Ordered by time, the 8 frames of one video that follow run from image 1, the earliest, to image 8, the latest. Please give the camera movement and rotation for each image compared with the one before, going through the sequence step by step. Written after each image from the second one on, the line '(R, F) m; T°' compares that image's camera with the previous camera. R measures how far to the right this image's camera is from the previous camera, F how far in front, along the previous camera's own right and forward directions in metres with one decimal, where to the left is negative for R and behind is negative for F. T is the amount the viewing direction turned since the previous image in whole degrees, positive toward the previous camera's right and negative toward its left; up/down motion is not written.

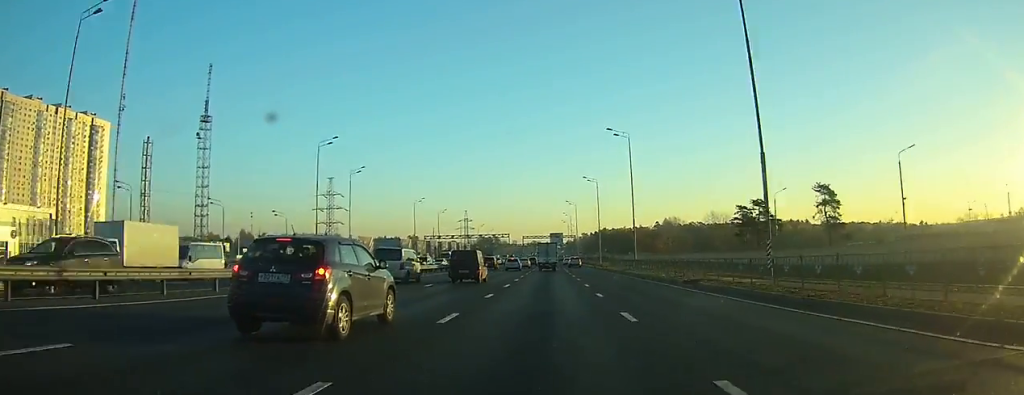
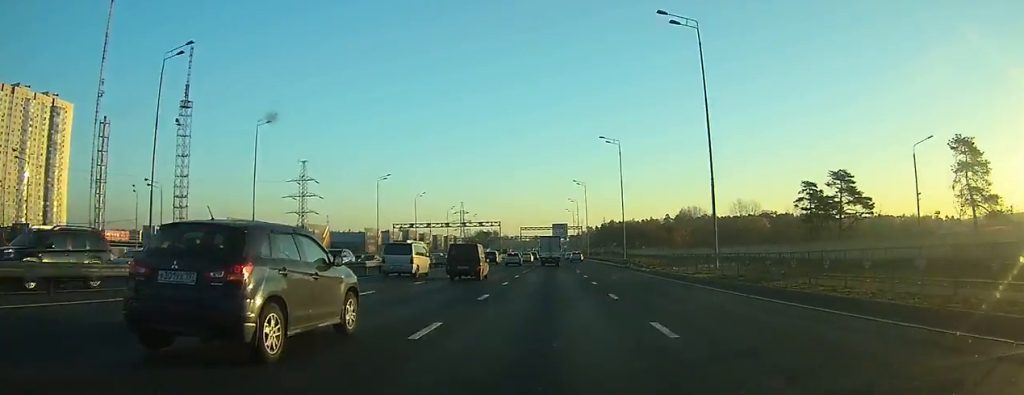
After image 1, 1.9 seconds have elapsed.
(0.0, +31.3) m; 0°
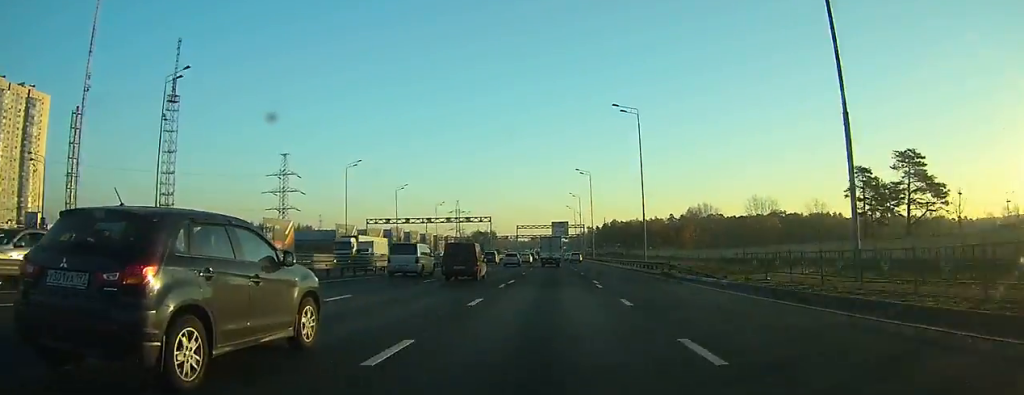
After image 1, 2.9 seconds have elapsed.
(0.0, +18.1) m; 0°
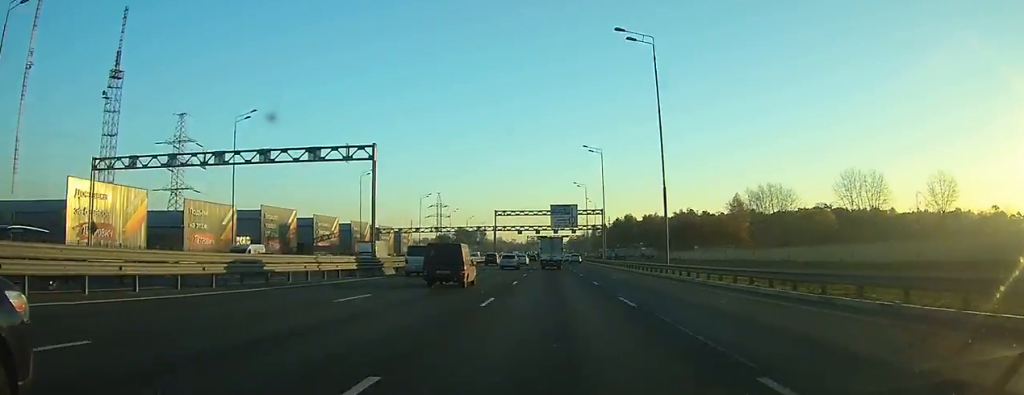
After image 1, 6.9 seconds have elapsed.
(+0.2, +75.3) m; 0°
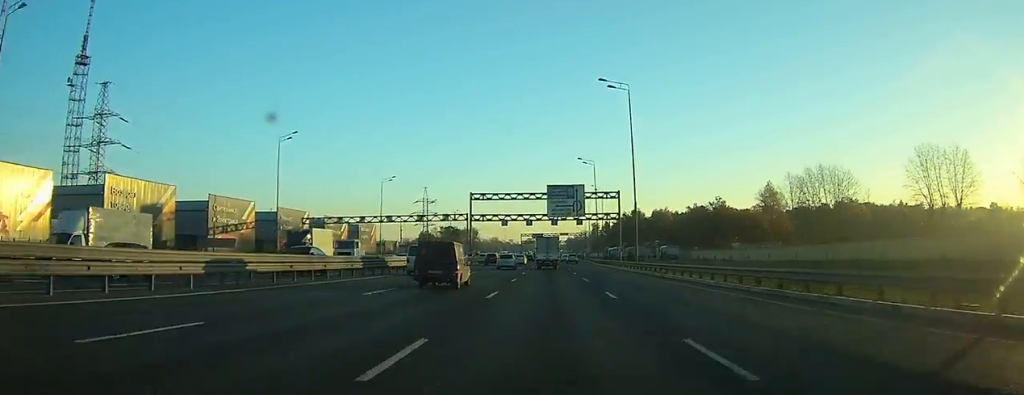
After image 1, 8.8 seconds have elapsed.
(-0.1, +34.7) m; 0°
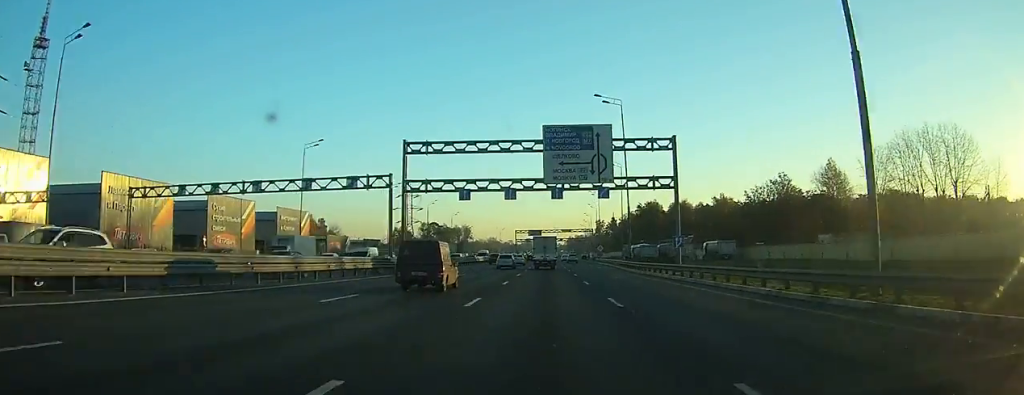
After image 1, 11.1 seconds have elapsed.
(+0.1, +38.5) m; 0°
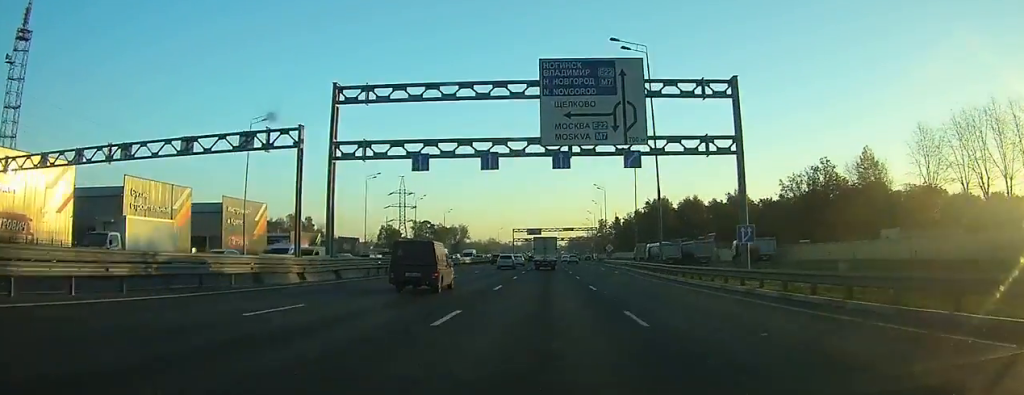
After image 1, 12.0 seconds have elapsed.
(0.0, +15.9) m; 0°
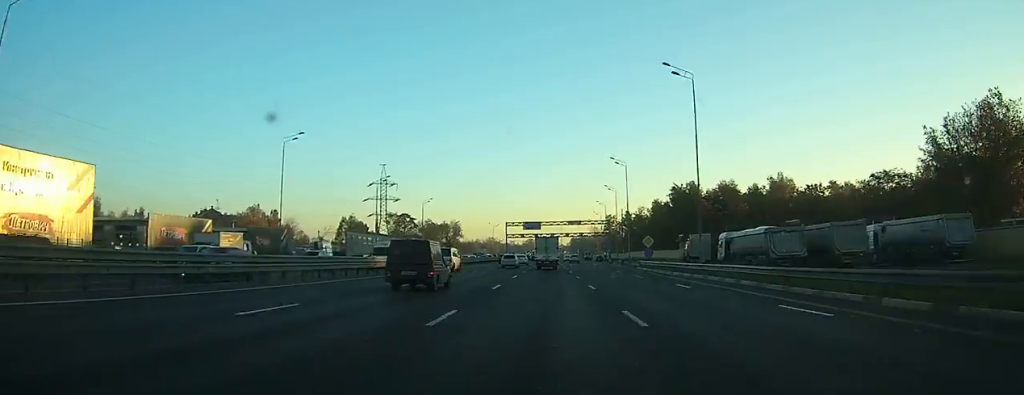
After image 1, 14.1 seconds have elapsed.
(-0.1, +38.1) m; 0°
